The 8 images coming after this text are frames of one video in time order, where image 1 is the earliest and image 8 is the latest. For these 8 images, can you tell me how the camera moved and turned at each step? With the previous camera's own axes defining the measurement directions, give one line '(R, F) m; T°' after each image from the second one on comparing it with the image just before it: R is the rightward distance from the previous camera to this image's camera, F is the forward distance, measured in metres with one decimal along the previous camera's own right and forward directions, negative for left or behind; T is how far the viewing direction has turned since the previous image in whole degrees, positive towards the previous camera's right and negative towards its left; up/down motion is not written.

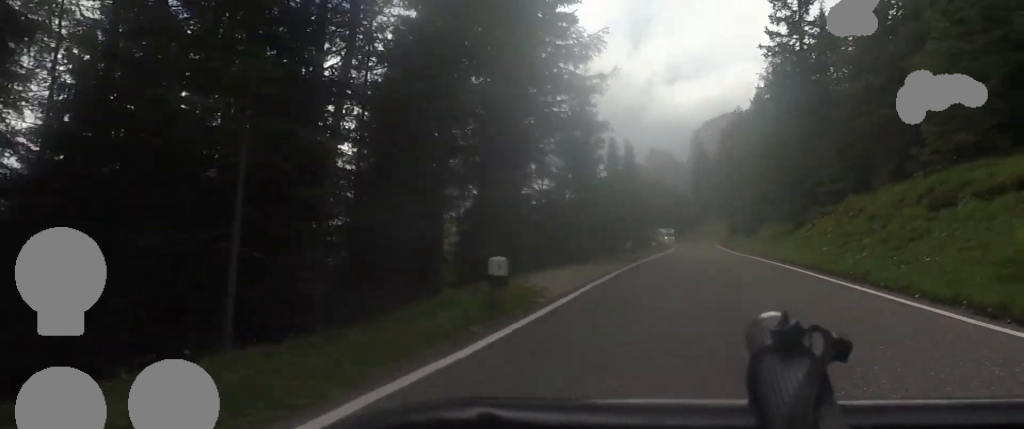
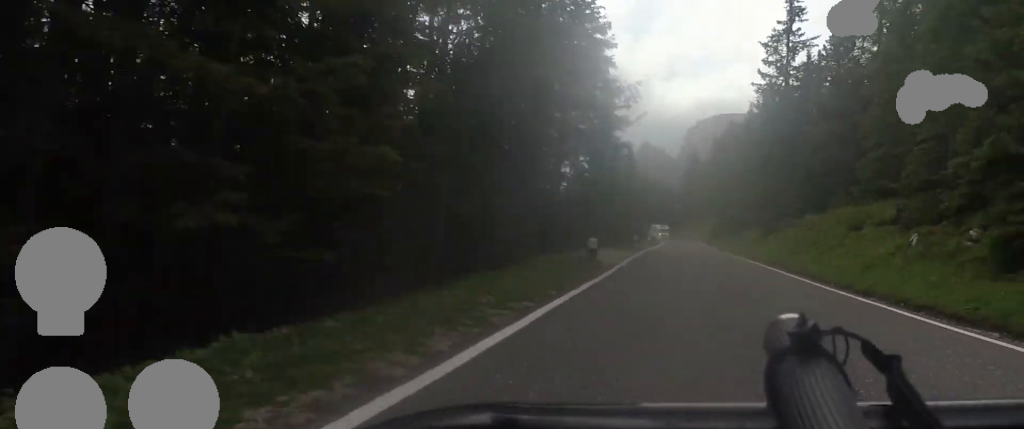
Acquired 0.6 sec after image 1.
(-0.1, +9.2) m; +1°
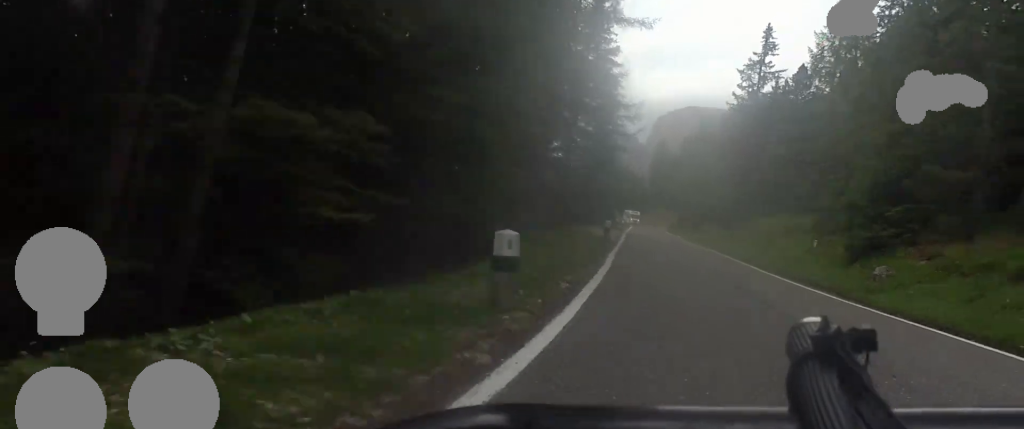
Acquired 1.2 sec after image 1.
(+0.3, +9.3) m; +4°
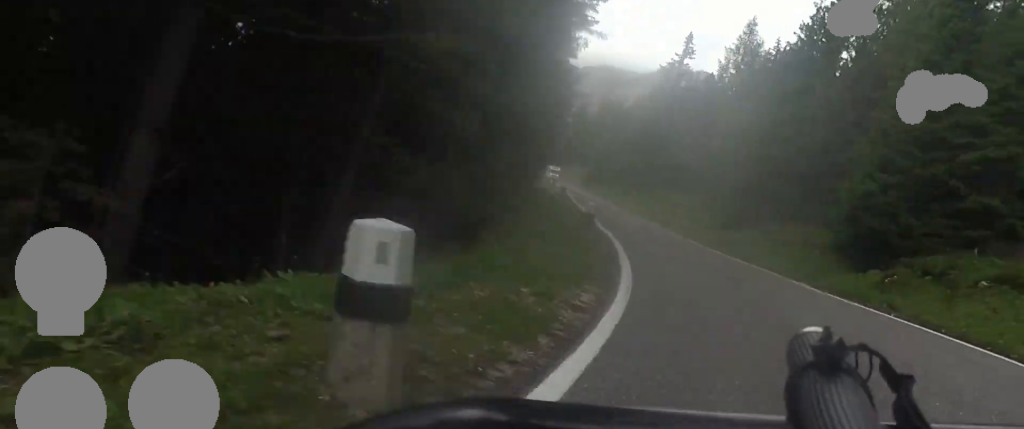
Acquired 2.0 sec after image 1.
(+0.5, +12.2) m; +8°
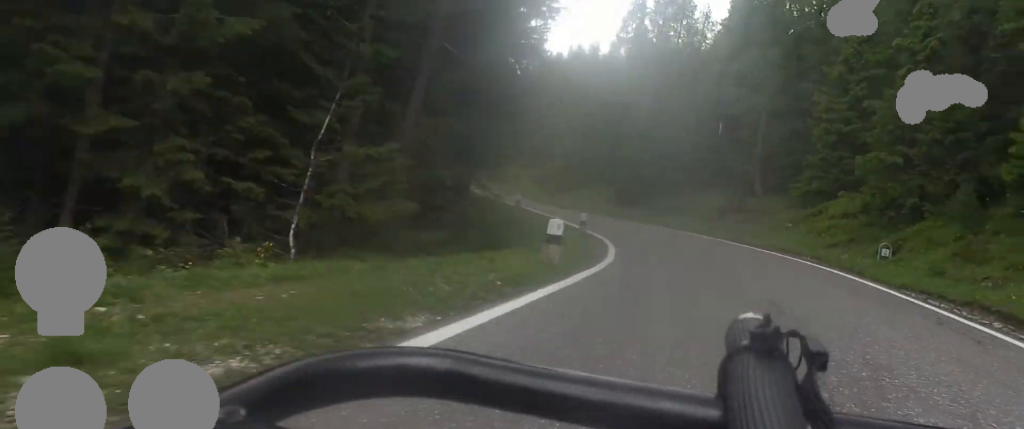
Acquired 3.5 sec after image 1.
(+4.0, +23.0) m; +19°
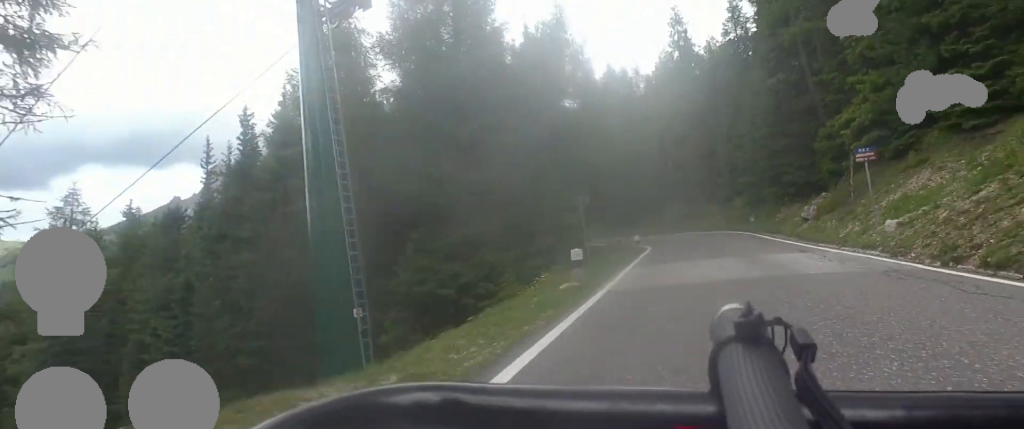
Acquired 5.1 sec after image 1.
(+2.0, +24.7) m; +4°
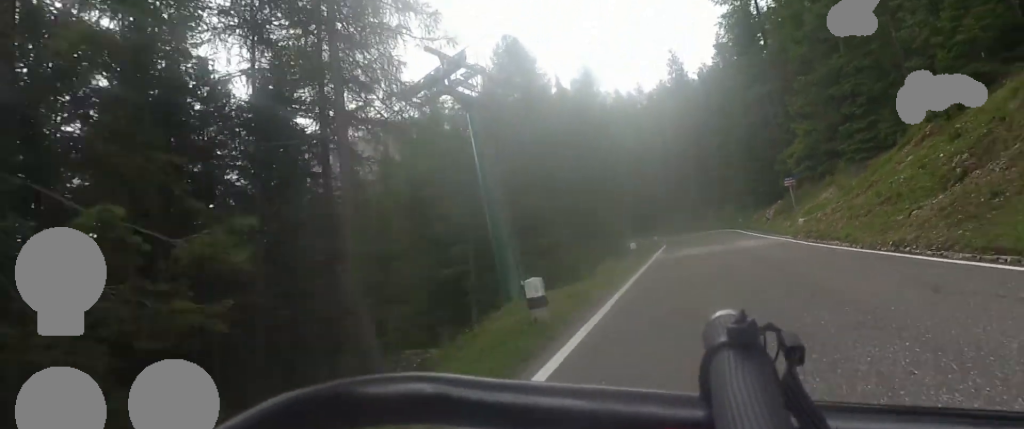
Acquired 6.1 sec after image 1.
(-0.3, +13.7) m; -4°
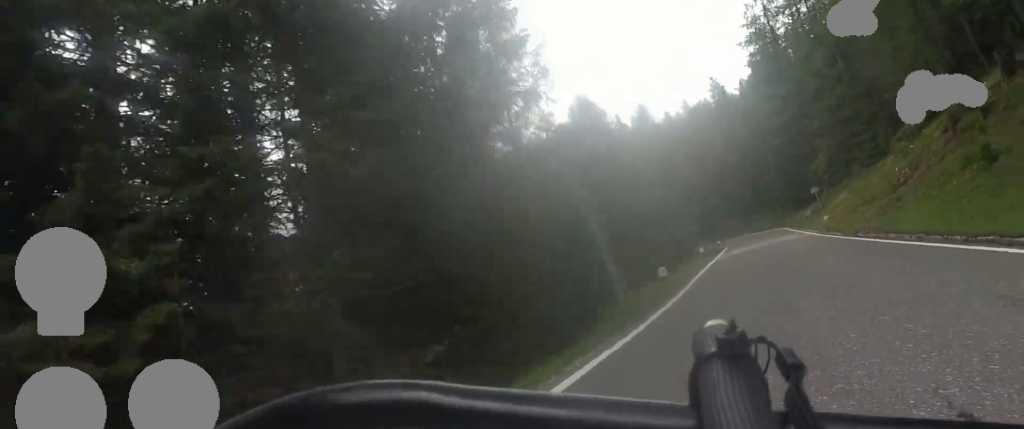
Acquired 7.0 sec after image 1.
(-0.5, +12.3) m; -4°
